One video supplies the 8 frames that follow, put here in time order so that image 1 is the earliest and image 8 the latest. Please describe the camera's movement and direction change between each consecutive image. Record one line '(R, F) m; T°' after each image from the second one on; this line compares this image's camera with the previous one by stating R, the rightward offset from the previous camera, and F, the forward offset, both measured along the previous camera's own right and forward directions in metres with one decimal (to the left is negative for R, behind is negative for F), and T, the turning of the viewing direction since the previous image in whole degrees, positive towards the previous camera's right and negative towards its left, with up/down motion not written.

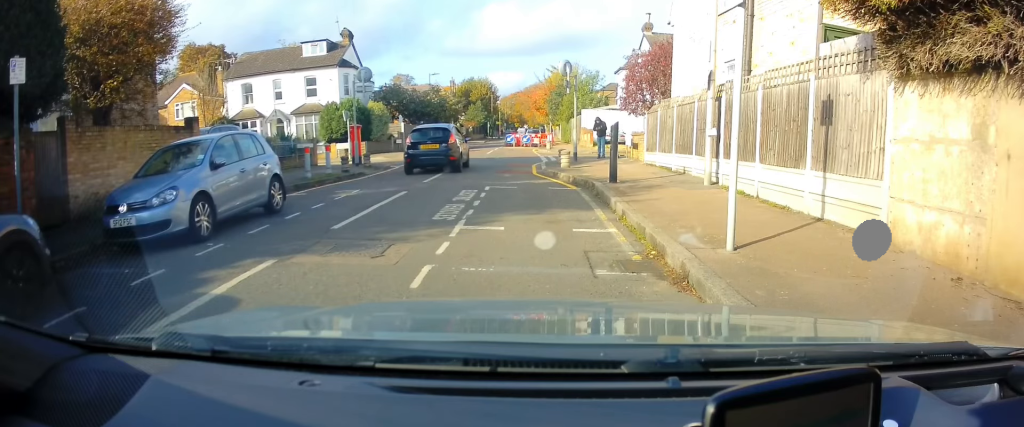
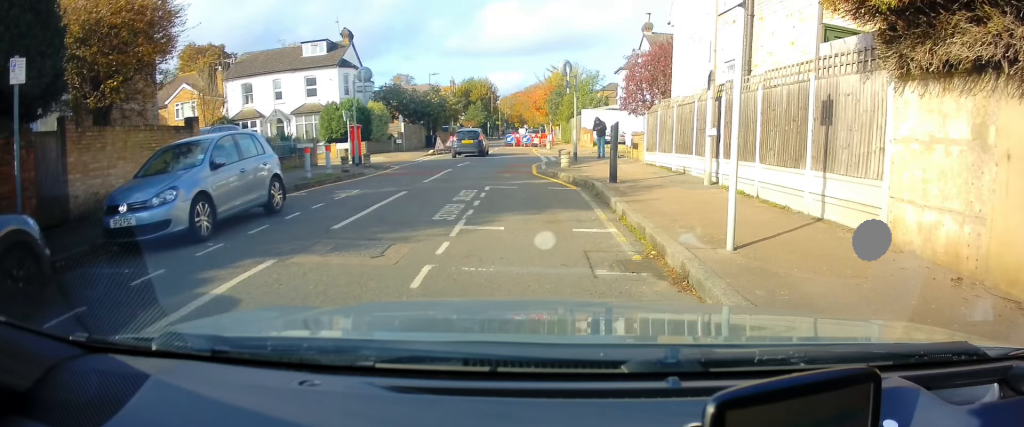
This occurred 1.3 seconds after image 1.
(0.0, 0.0) m; 0°
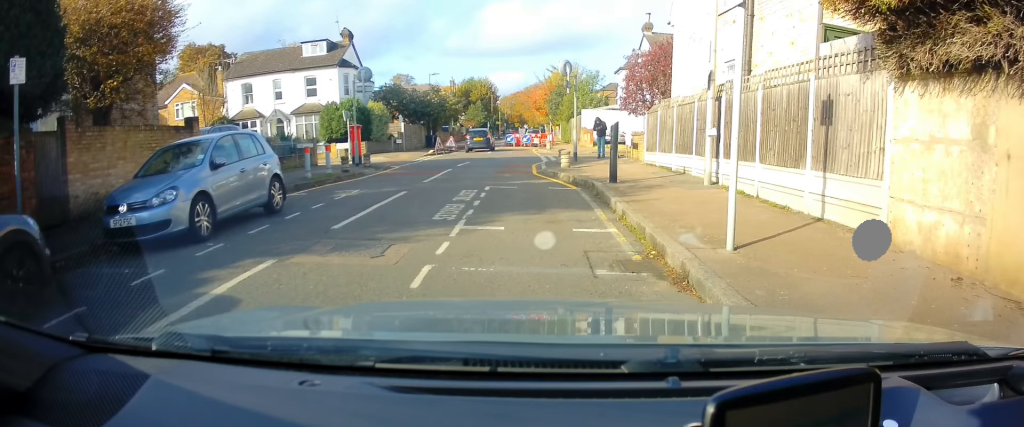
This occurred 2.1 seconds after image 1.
(0.0, 0.0) m; 0°
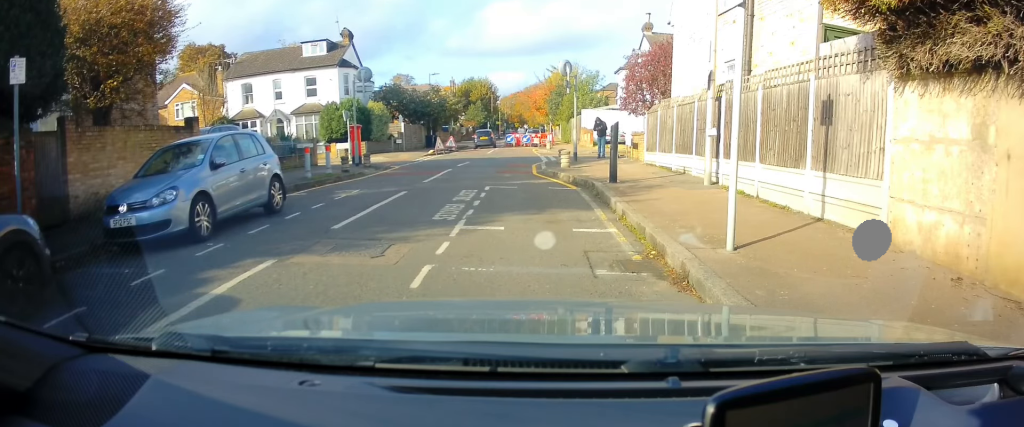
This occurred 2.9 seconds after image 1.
(0.0, 0.0) m; 0°
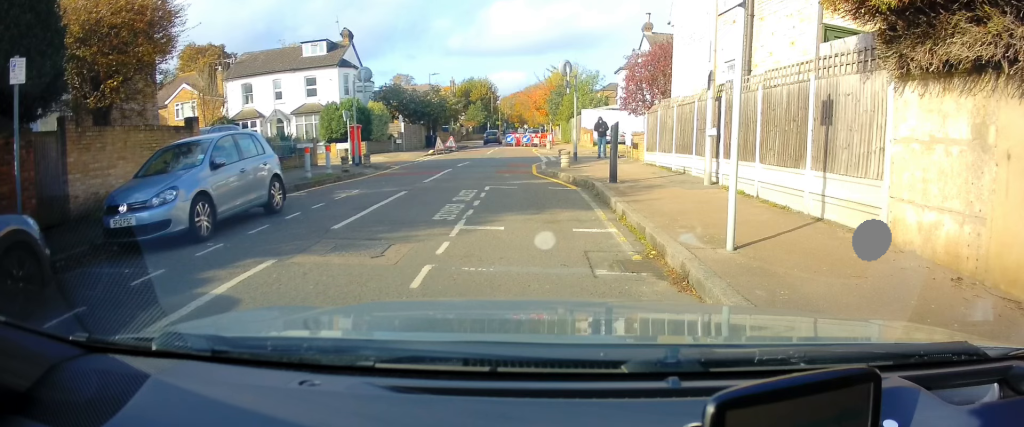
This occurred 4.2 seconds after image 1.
(0.0, 0.0) m; 0°
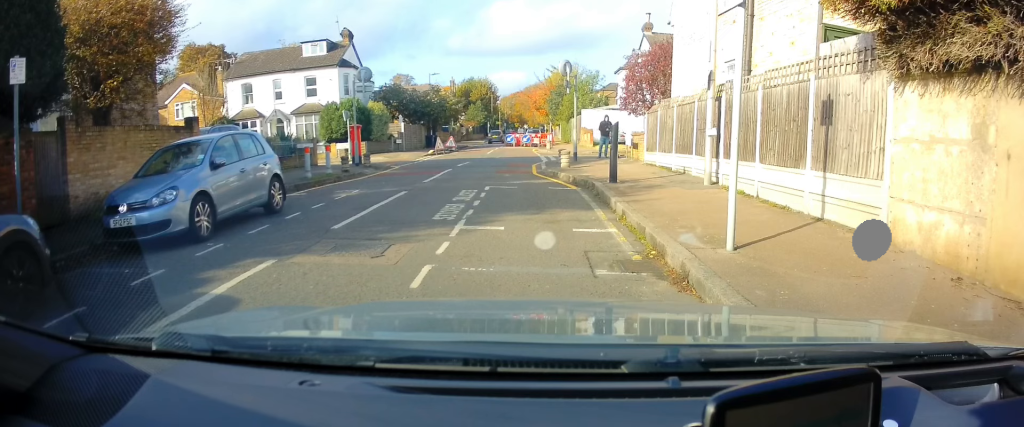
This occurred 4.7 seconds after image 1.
(0.0, 0.0) m; 0°
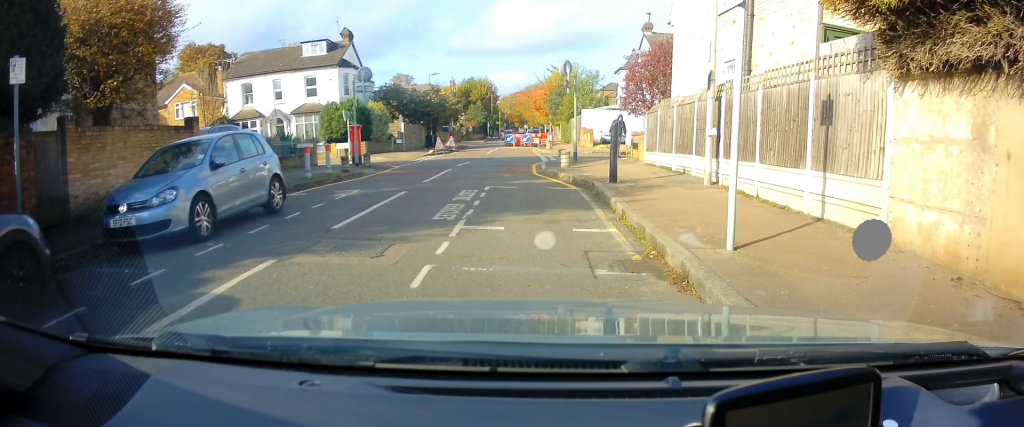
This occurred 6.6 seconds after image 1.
(0.0, 0.0) m; 0°
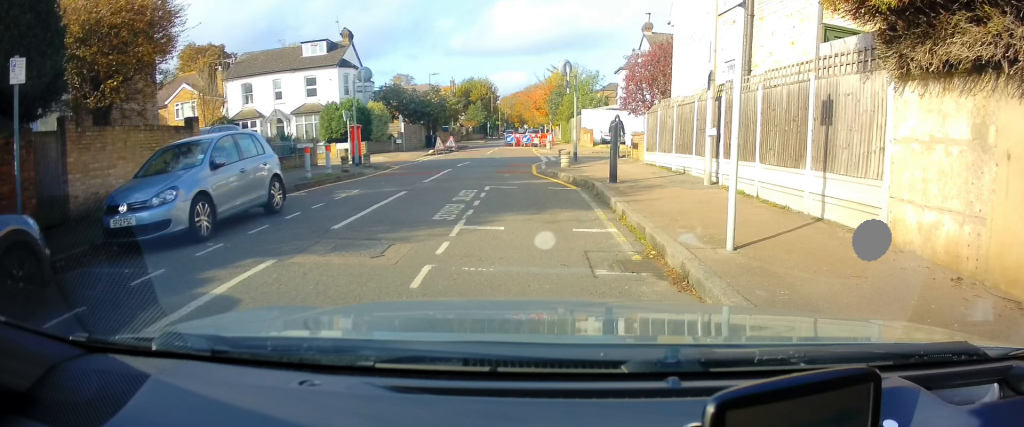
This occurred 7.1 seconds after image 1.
(0.0, 0.0) m; 0°
